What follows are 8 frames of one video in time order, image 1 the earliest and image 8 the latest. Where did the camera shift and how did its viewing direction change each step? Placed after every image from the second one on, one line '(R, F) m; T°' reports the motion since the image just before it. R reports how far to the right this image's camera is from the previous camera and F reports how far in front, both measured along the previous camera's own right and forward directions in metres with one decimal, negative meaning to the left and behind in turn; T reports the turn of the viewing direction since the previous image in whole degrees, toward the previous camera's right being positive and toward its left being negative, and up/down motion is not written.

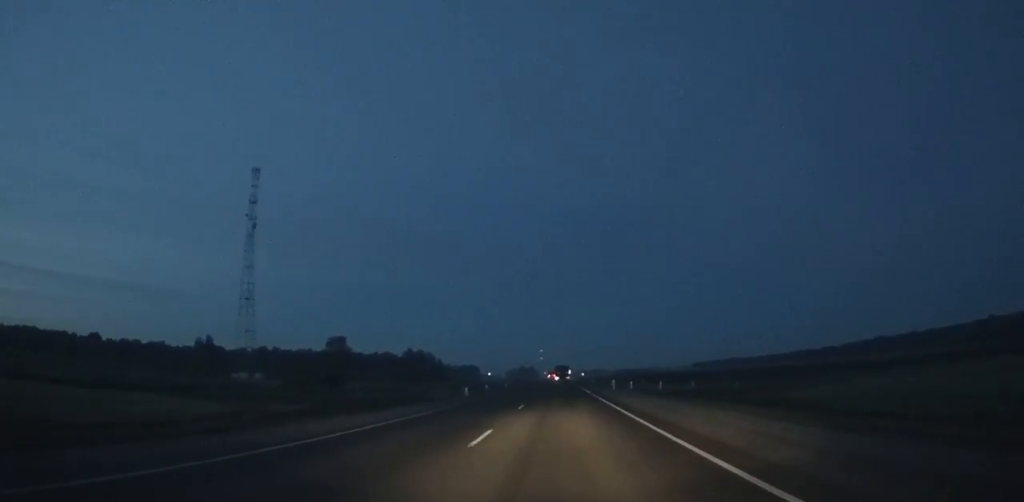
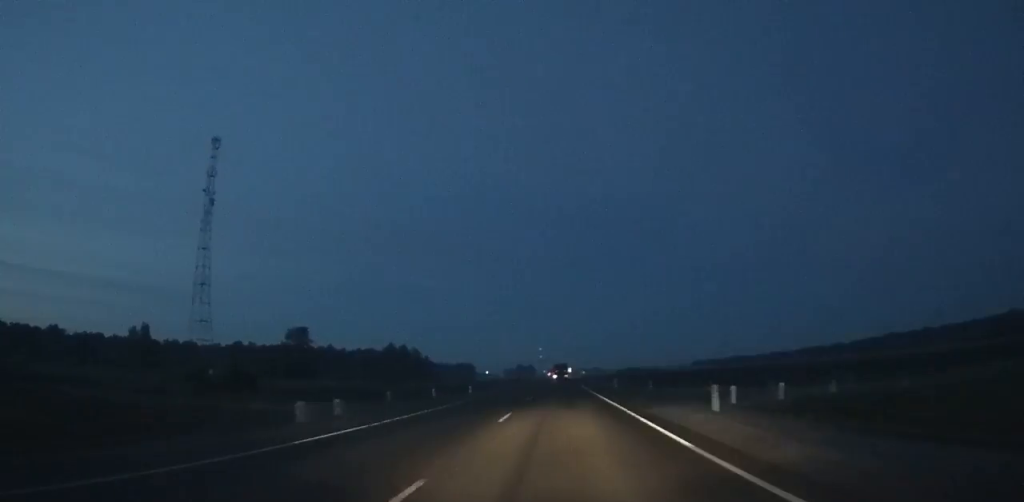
(+0.1, +30.8) m; 0°
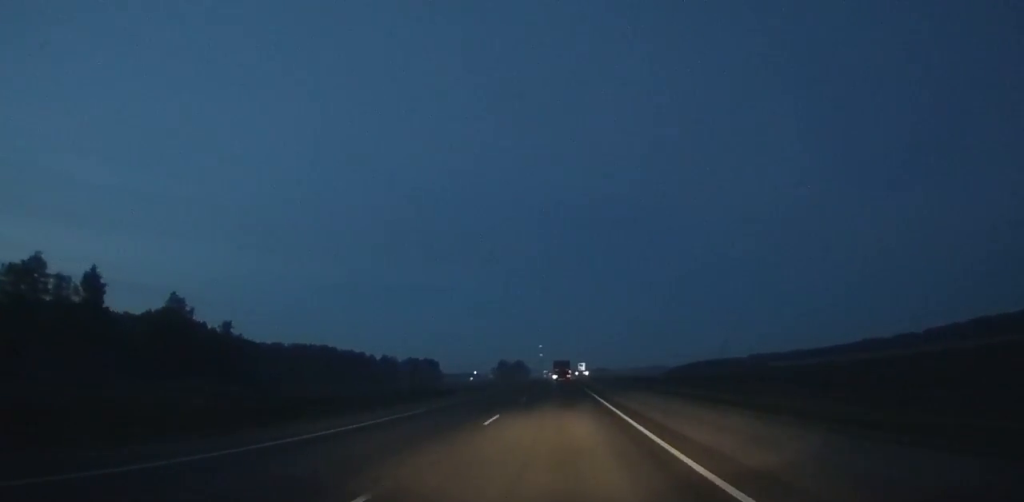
(+0.8, +179.2) m; 0°
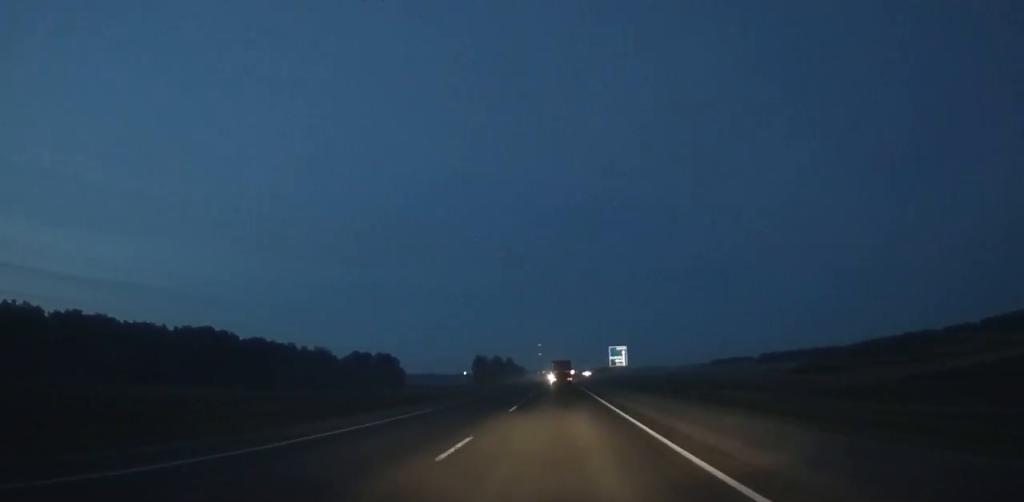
(-0.1, +99.8) m; 0°
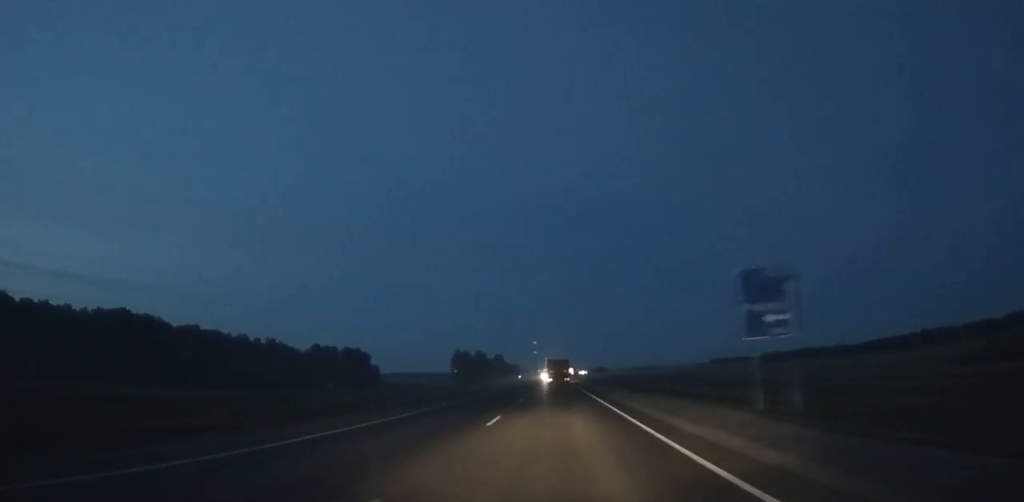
(0.0, +41.2) m; 0°
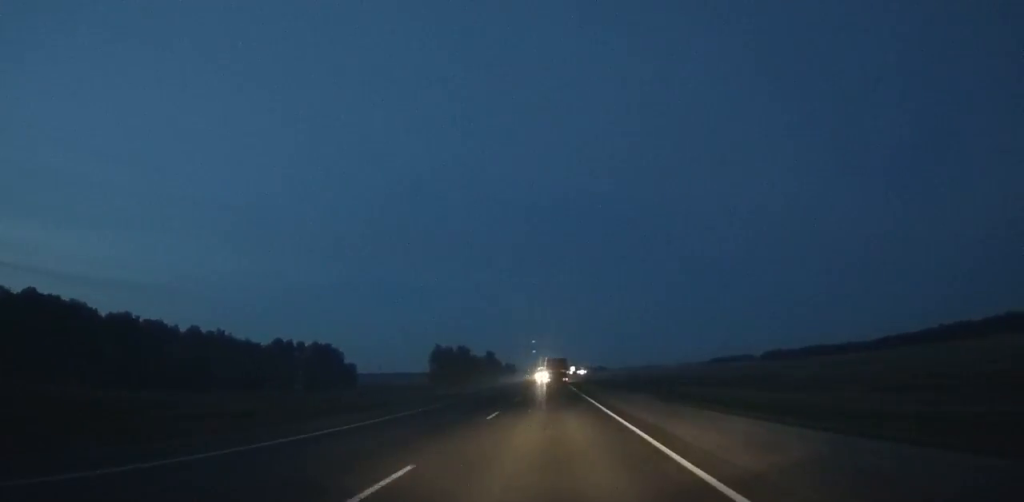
(0.0, +34.6) m; 0°
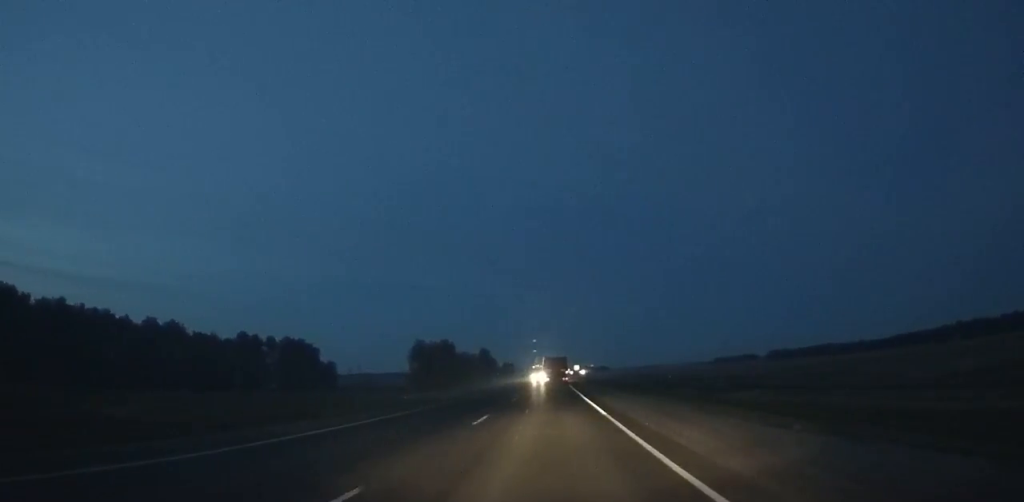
(0.0, +25.5) m; 0°
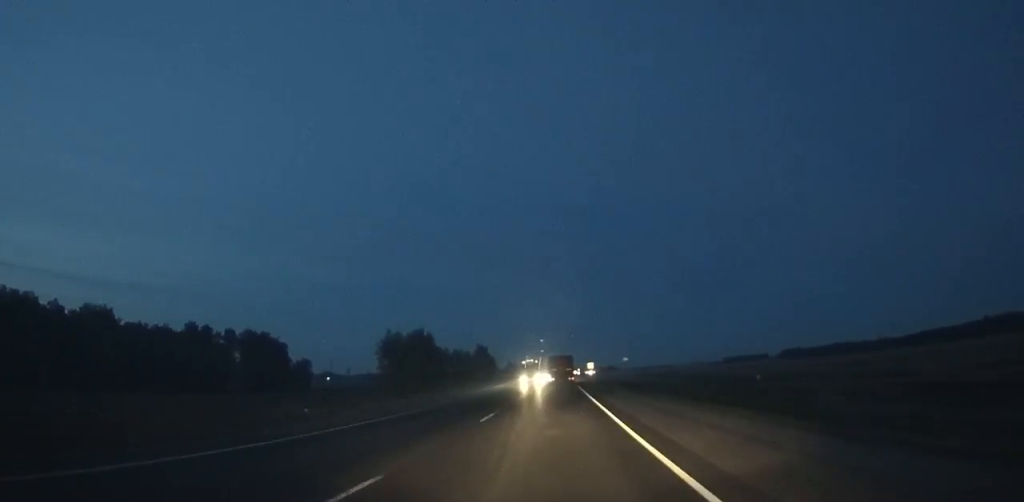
(+0.1, +33.2) m; 0°
